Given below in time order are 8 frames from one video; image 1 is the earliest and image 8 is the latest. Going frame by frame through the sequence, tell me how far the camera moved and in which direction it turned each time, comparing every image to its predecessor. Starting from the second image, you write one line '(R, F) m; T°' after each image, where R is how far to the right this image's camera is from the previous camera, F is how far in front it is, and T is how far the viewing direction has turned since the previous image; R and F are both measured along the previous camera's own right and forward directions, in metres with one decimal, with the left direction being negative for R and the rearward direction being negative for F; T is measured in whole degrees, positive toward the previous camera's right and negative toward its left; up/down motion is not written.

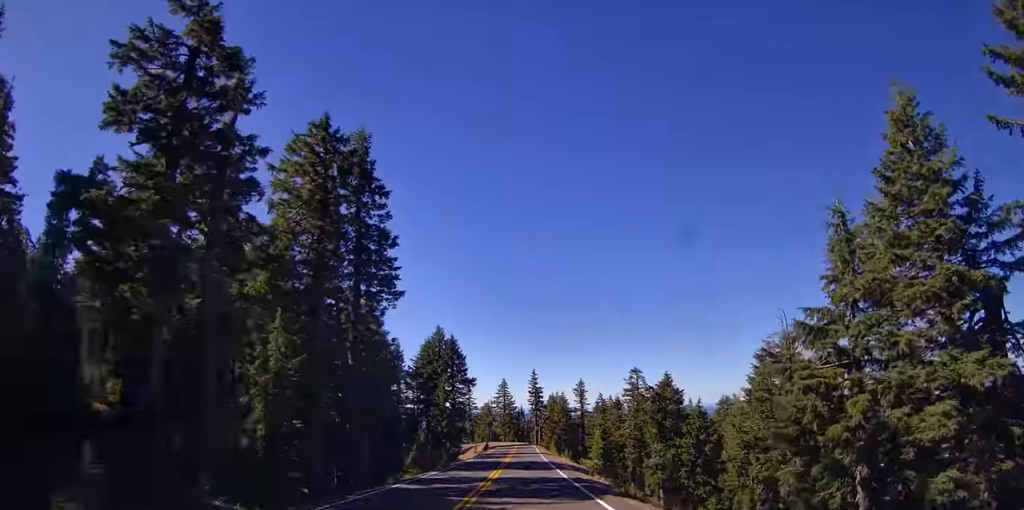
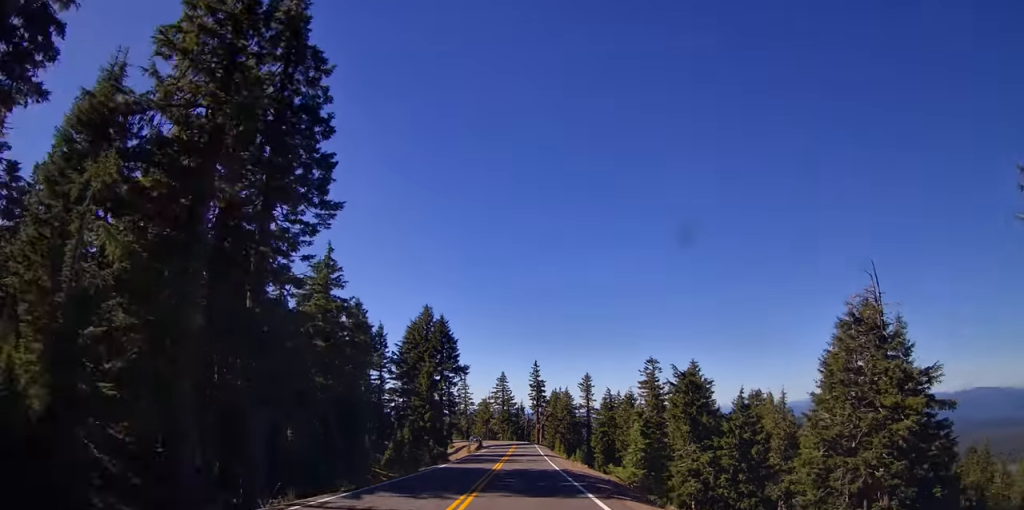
(0.0, +15.4) m; 0°
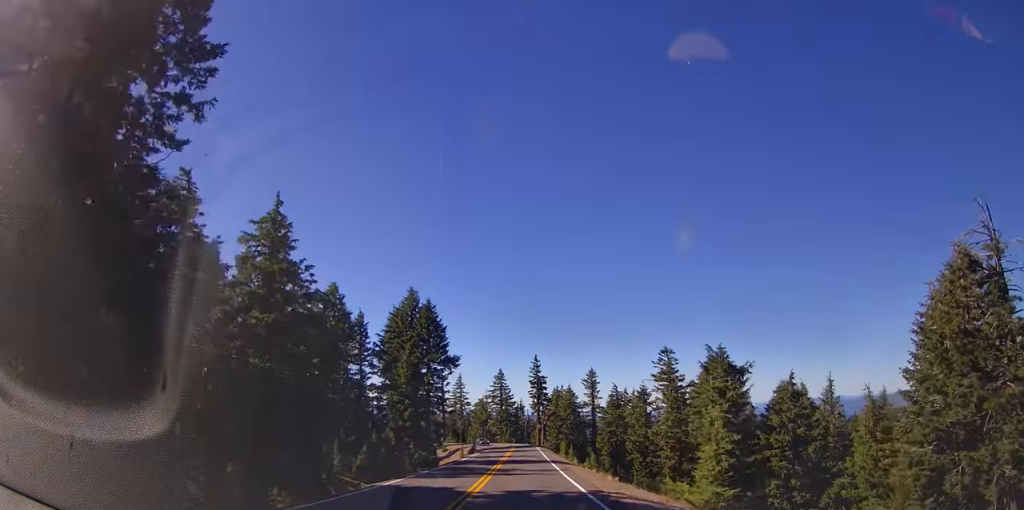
(0.0, +12.3) m; 0°
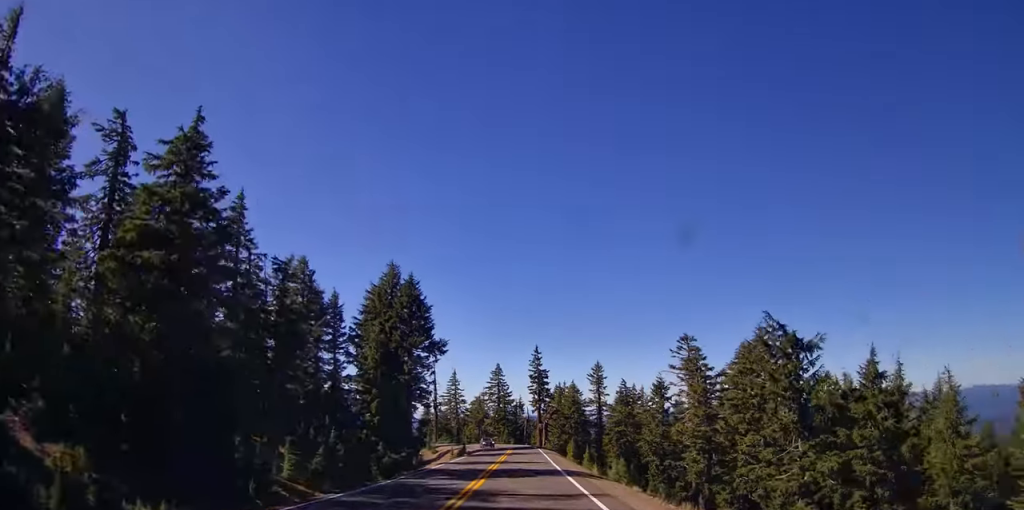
(0.0, +12.8) m; 0°
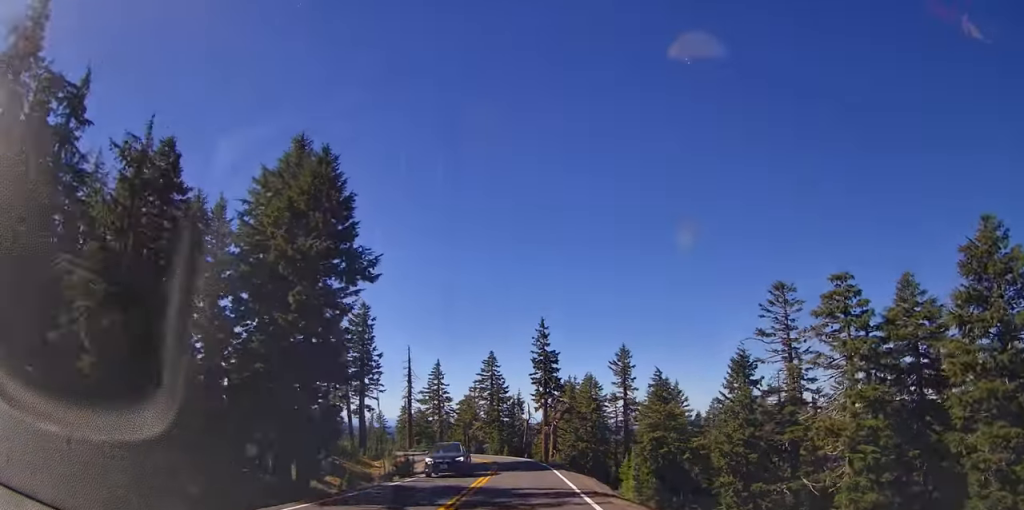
(+0.2, +32.8) m; 0°
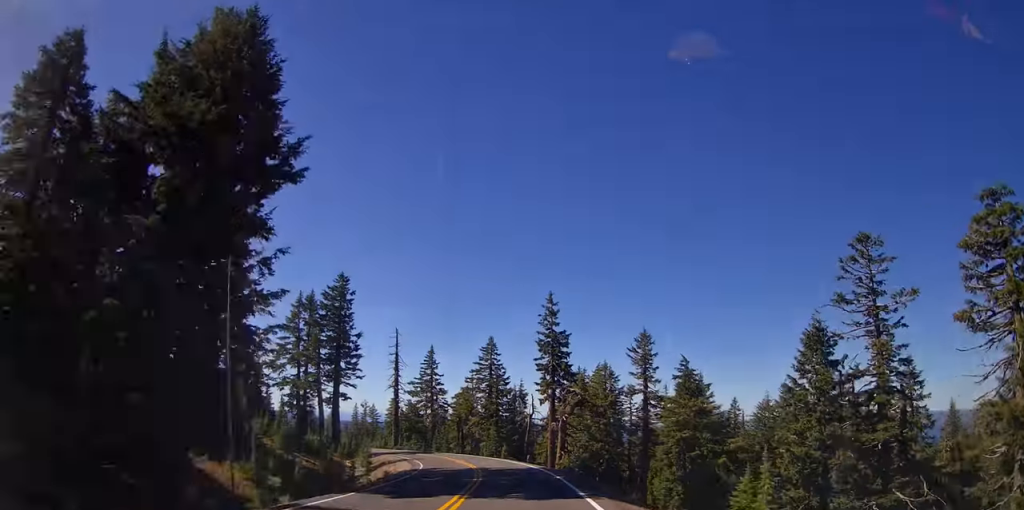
(-0.2, +14.0) m; -2°
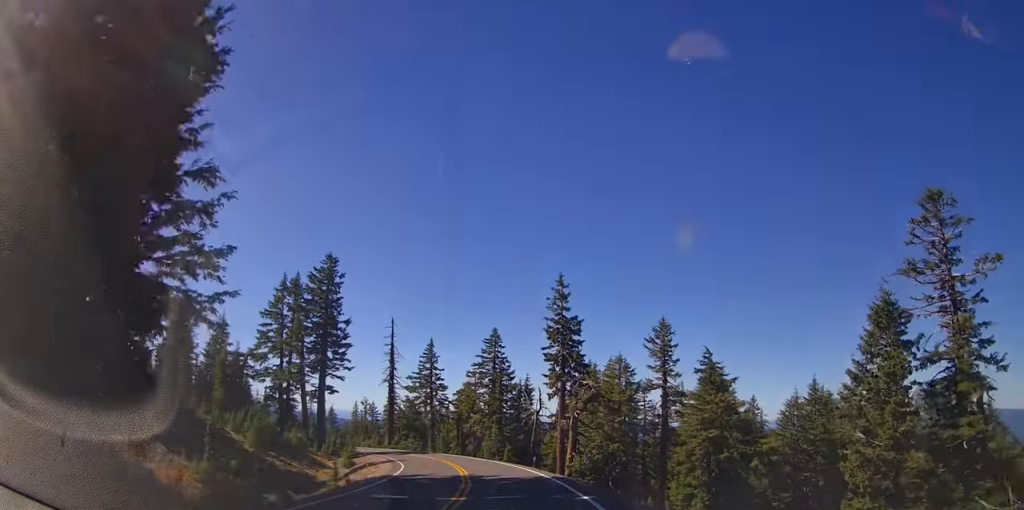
(0.0, +8.0) m; -2°
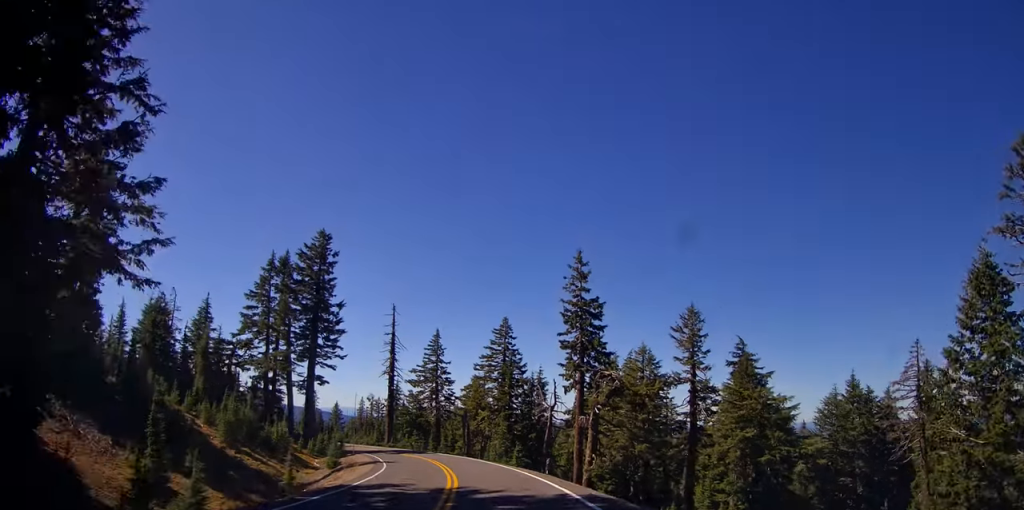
(-0.3, +7.8) m; -1°
